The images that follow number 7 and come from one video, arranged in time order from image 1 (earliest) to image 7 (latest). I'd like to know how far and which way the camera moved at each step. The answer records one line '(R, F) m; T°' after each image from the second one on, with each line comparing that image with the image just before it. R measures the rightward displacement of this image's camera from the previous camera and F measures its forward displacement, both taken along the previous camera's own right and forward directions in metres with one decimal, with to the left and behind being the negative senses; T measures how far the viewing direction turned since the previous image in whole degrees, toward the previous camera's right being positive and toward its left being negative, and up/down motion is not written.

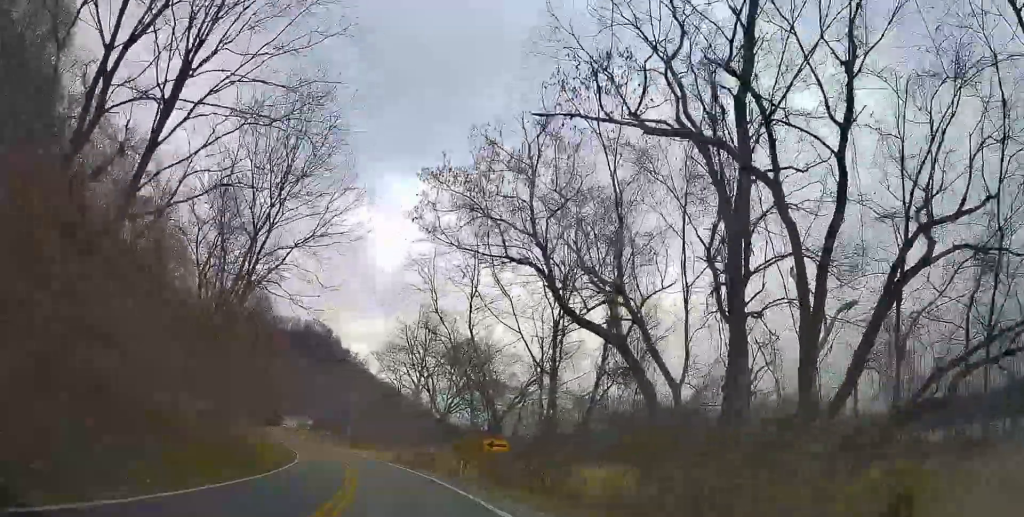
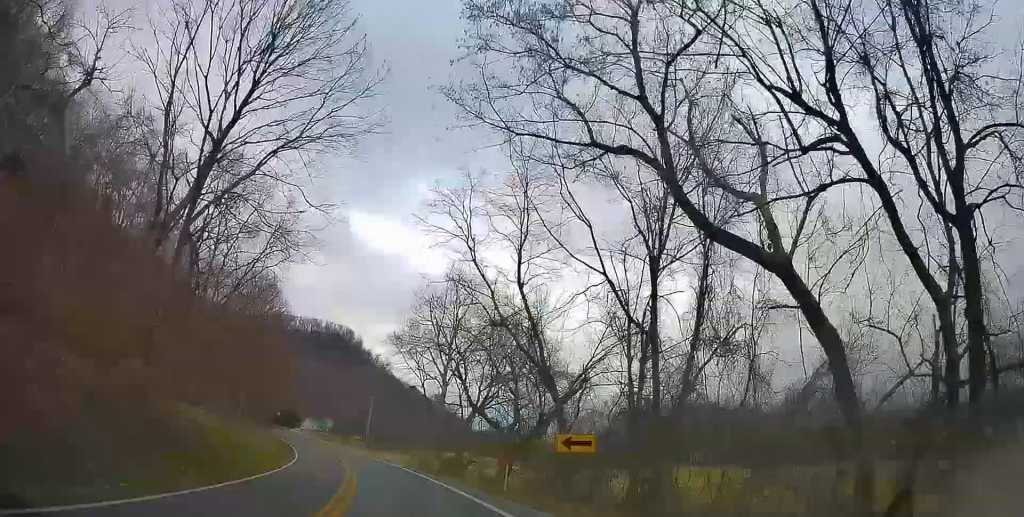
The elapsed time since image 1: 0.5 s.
(-0.2, +10.9) m; -1°
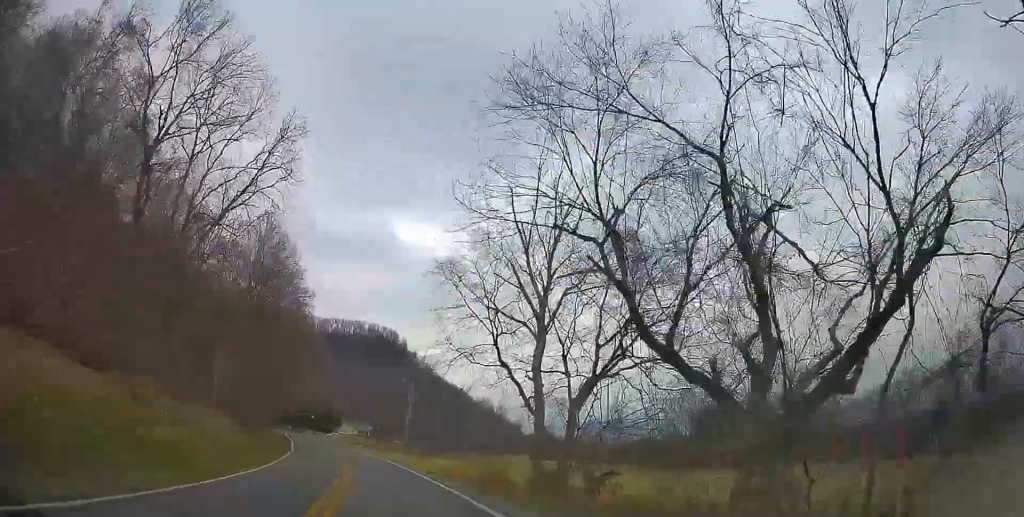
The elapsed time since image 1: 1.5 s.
(-0.1, +23.8) m; -1°
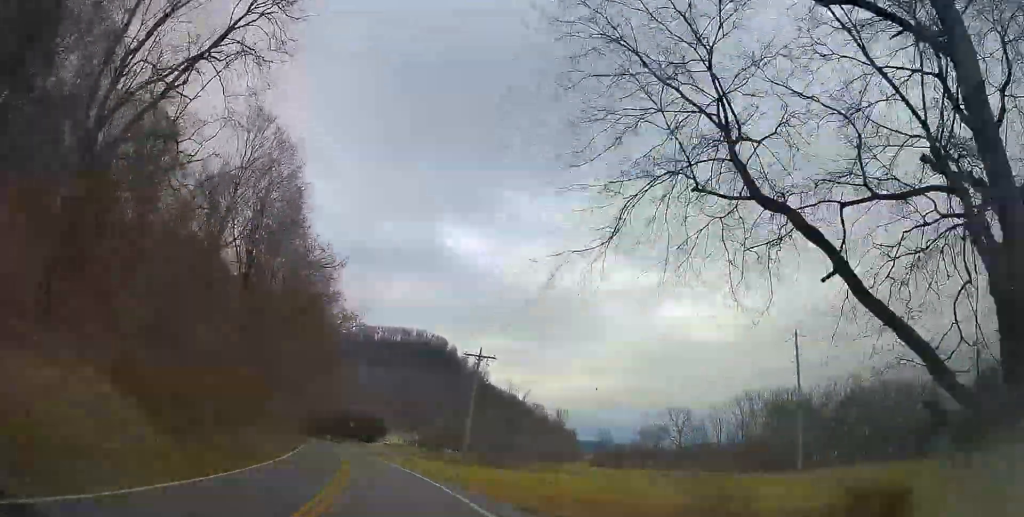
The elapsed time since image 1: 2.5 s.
(-0.3, +22.0) m; -5°
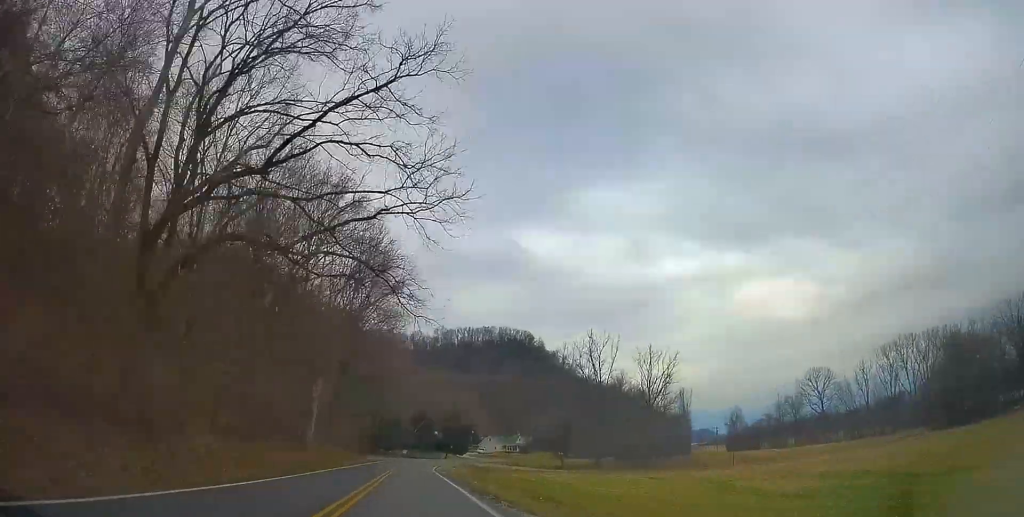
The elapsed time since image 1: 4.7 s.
(-5.5, +50.3) m; -10°
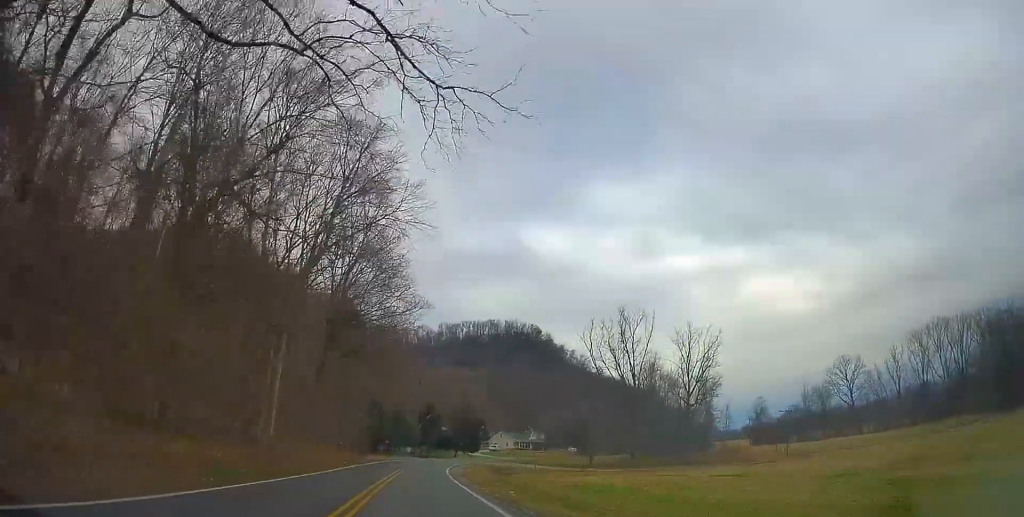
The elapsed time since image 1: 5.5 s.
(-0.4, +17.3) m; -2°
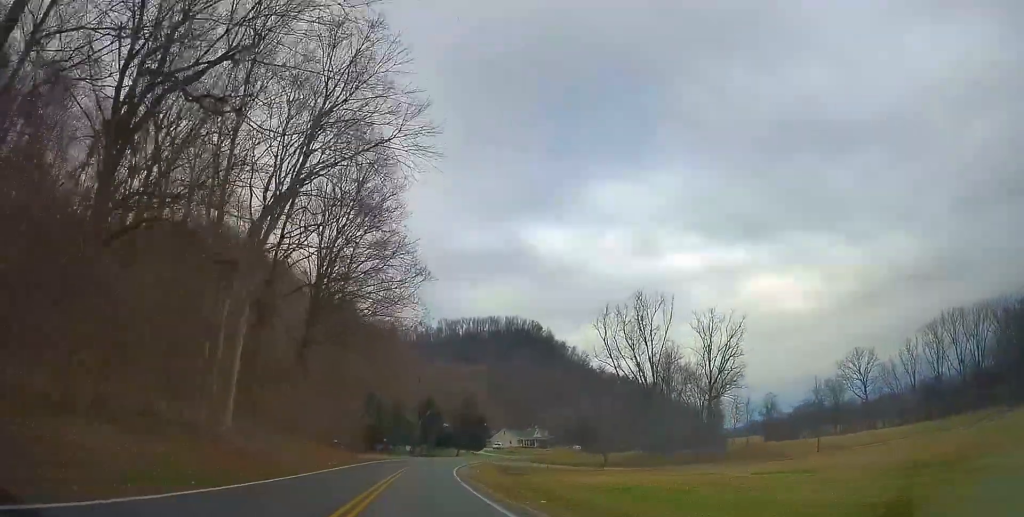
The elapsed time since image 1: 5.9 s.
(-0.1, +9.1) m; -1°
